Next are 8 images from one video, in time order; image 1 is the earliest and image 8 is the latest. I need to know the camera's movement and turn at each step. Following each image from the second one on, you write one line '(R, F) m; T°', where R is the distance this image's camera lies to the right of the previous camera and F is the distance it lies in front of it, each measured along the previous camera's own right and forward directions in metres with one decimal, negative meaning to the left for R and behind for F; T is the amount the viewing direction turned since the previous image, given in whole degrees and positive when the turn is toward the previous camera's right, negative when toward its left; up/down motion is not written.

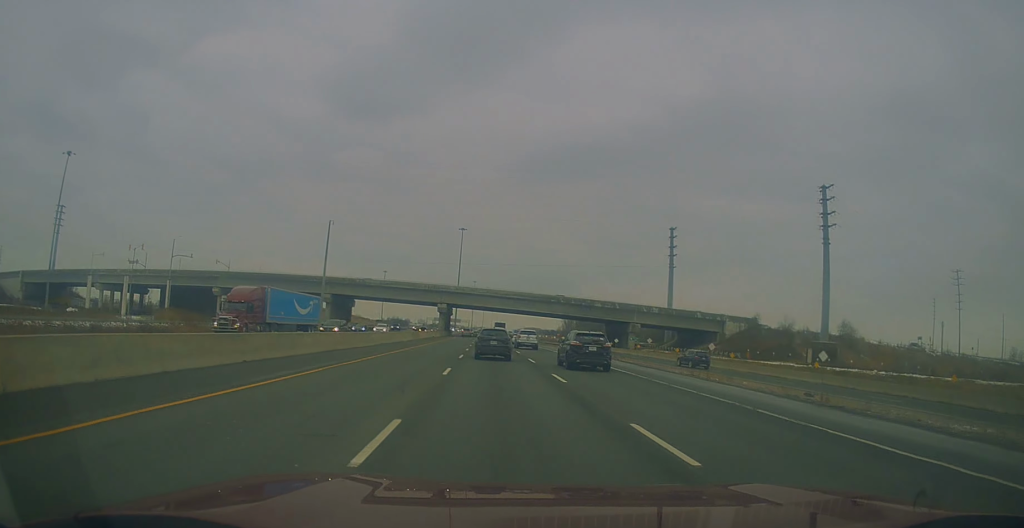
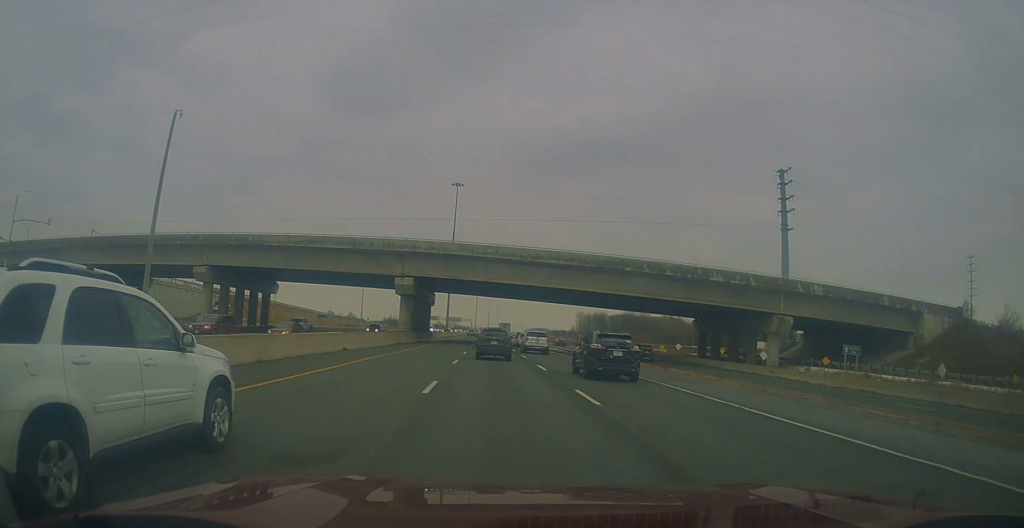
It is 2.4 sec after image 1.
(-0.4, +65.5) m; -1°
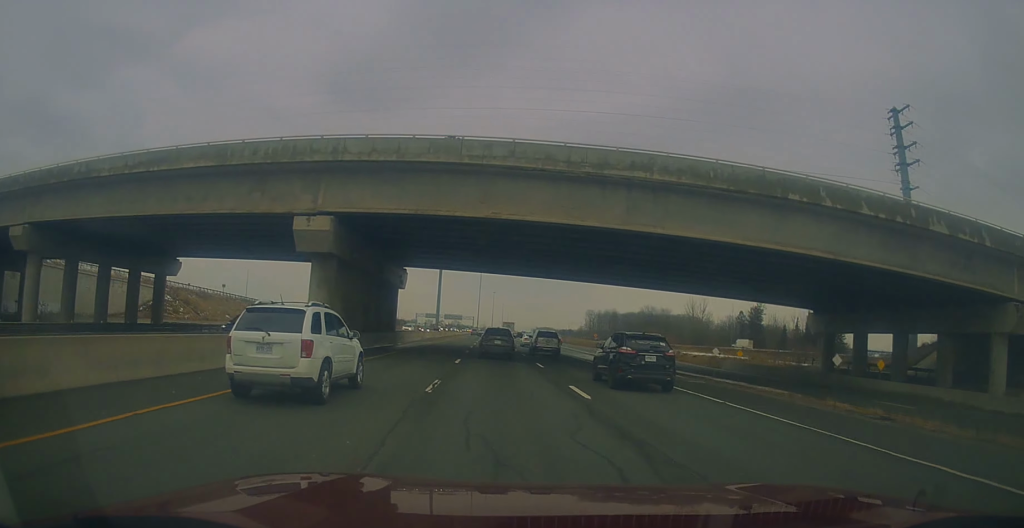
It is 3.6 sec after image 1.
(-0.3, +35.0) m; -1°
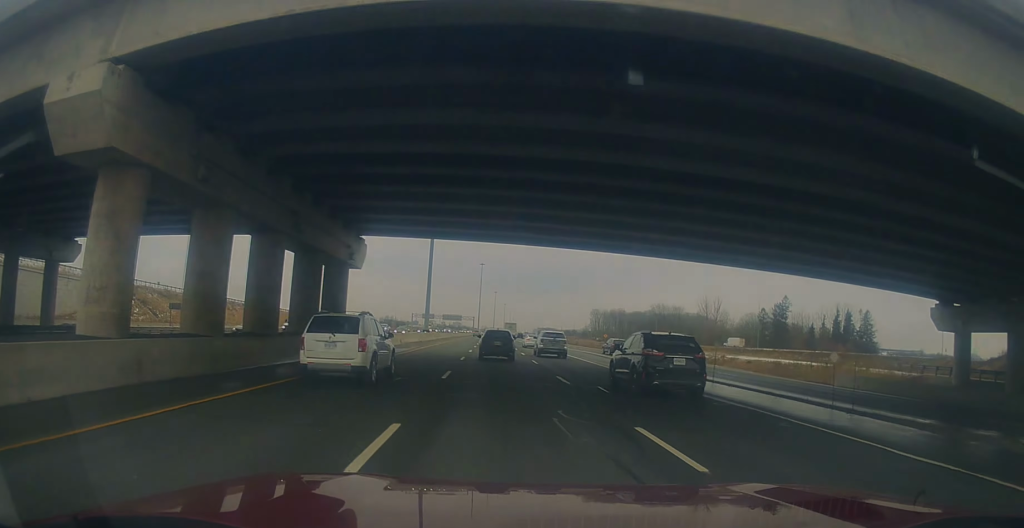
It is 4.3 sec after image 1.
(0.0, +19.6) m; +1°
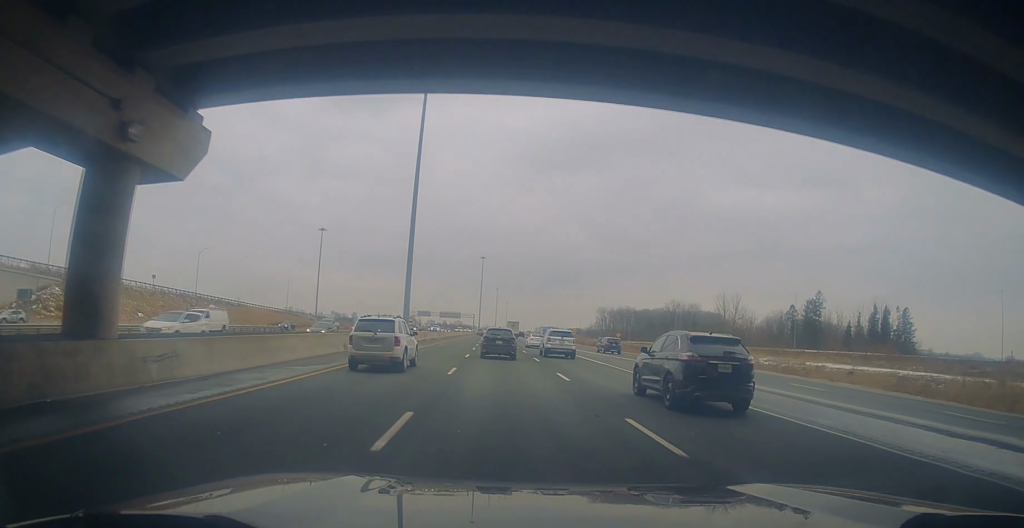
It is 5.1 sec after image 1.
(+0.3, +22.5) m; 0°
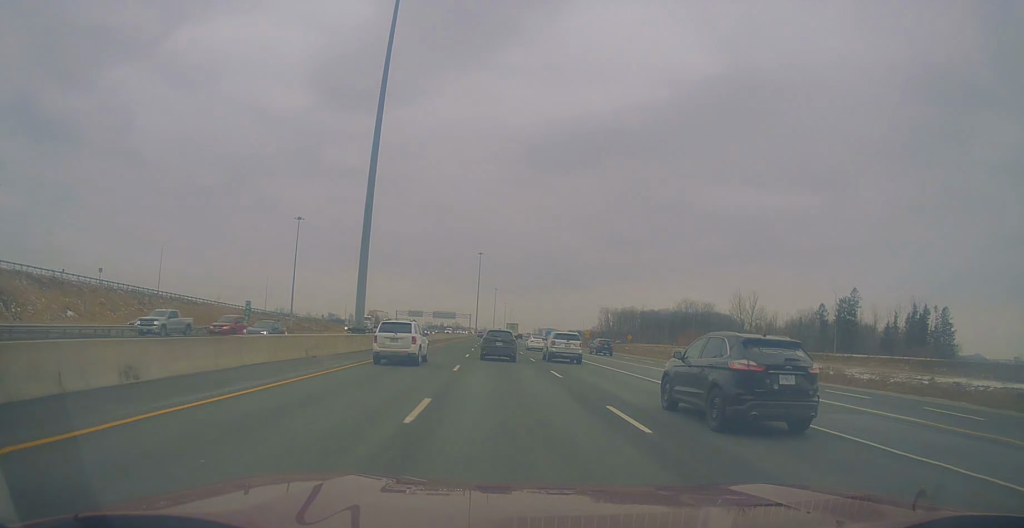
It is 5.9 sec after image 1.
(+0.1, +21.7) m; 0°
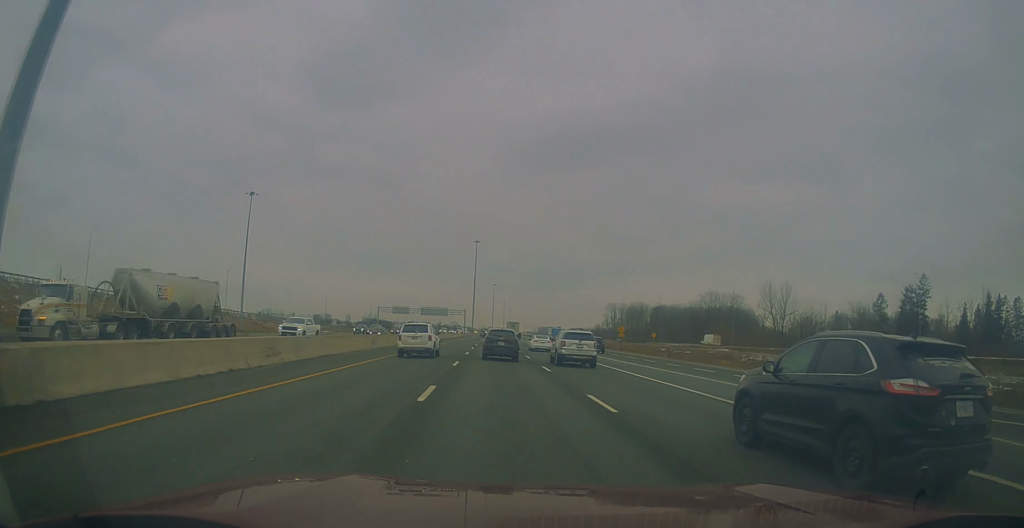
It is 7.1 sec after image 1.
(-0.5, +33.1) m; -1°
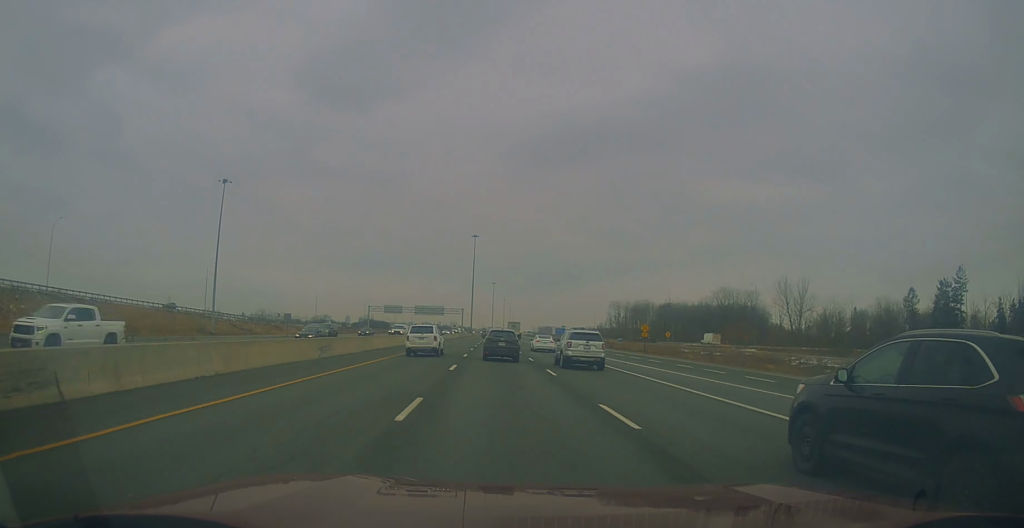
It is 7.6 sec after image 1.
(0.0, +14.2) m; 0°
